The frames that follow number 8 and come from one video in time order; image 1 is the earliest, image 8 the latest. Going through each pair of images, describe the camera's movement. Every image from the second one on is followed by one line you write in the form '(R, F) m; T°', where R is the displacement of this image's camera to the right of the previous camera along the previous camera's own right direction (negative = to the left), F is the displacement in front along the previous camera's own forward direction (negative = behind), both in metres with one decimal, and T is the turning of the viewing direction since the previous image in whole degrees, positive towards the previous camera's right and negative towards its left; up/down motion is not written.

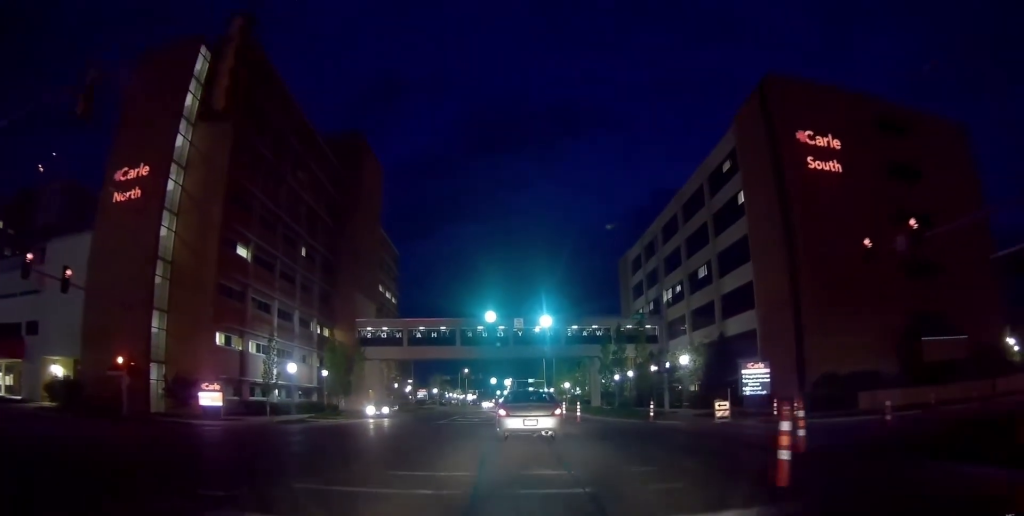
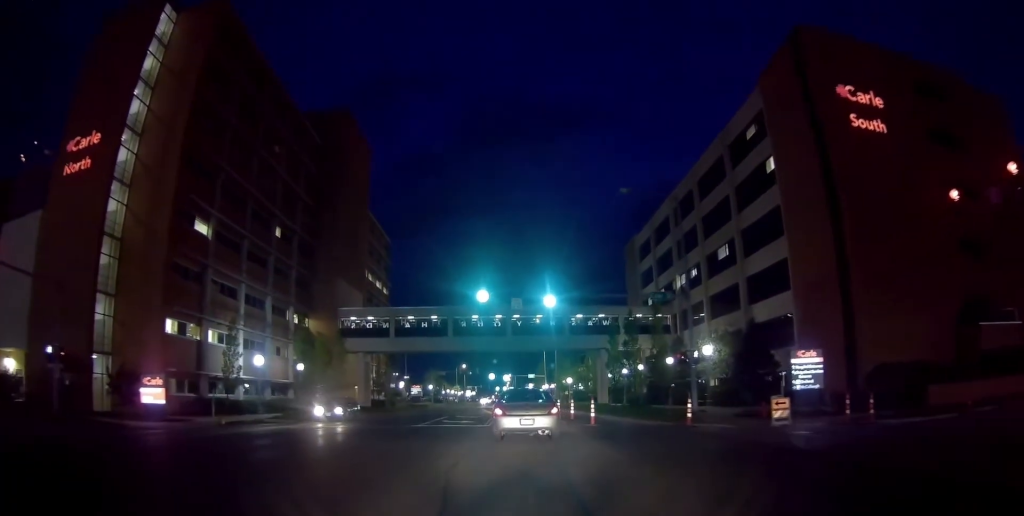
(+0.5, +6.5) m; +5°
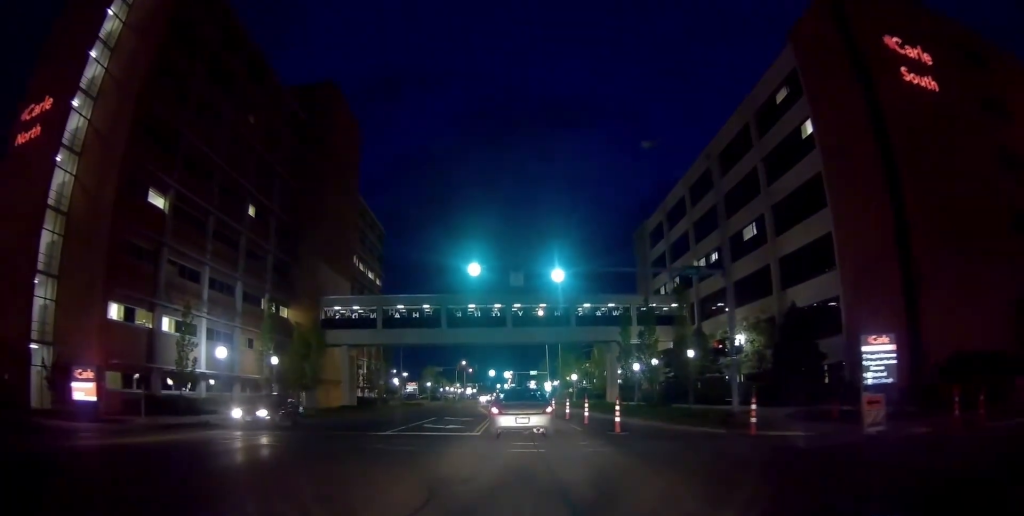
(0.0, +6.0) m; 0°
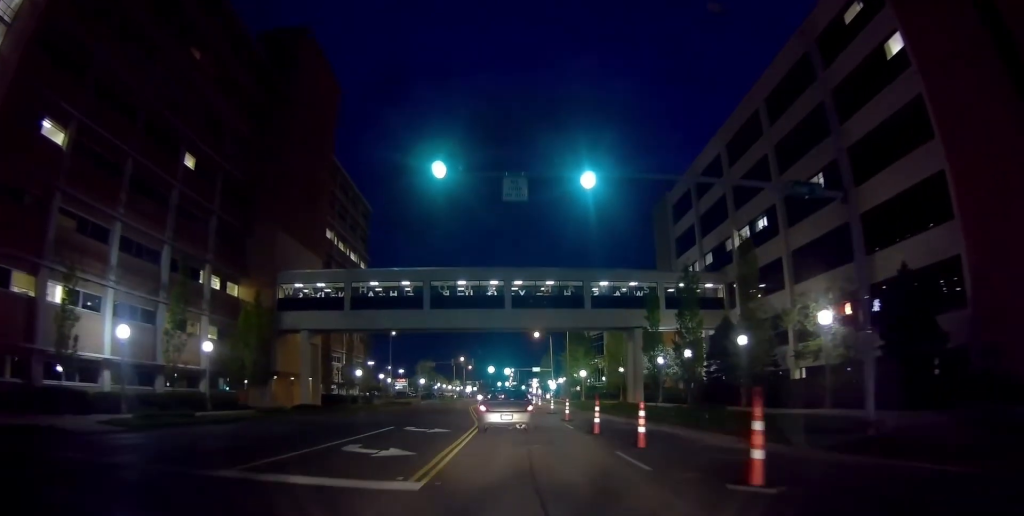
(0.0, +10.8) m; 0°
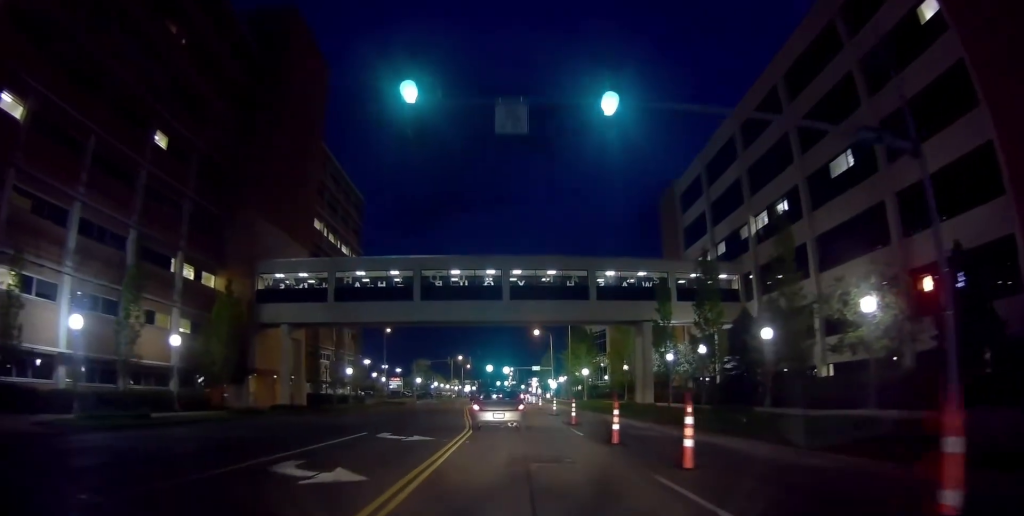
(0.0, +3.8) m; 0°
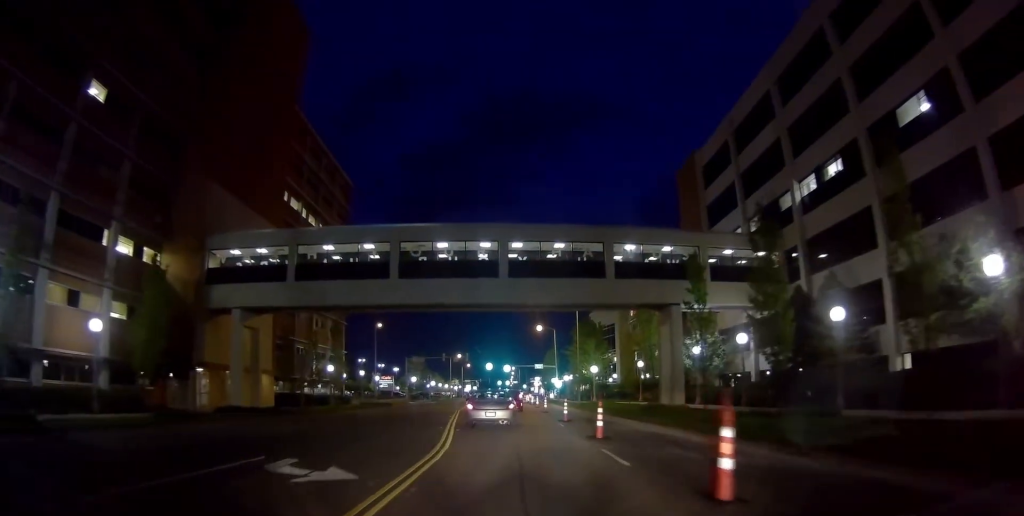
(0.0, +7.6) m; 0°
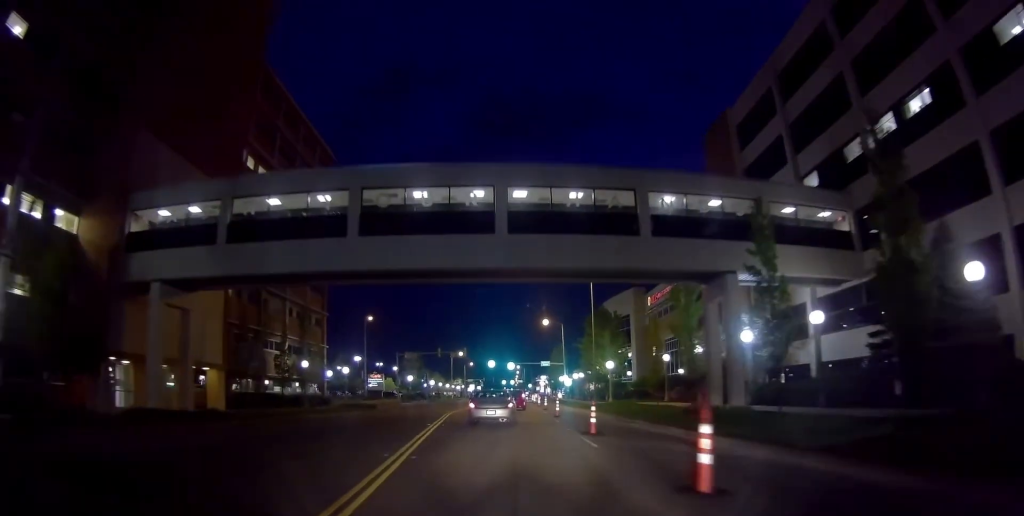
(0.0, +8.8) m; 0°
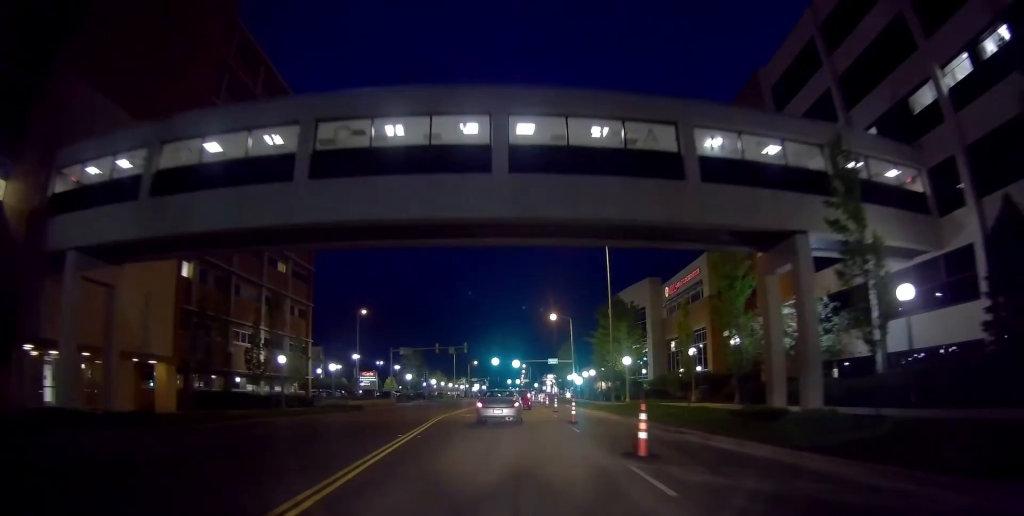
(0.0, +6.7) m; 0°
